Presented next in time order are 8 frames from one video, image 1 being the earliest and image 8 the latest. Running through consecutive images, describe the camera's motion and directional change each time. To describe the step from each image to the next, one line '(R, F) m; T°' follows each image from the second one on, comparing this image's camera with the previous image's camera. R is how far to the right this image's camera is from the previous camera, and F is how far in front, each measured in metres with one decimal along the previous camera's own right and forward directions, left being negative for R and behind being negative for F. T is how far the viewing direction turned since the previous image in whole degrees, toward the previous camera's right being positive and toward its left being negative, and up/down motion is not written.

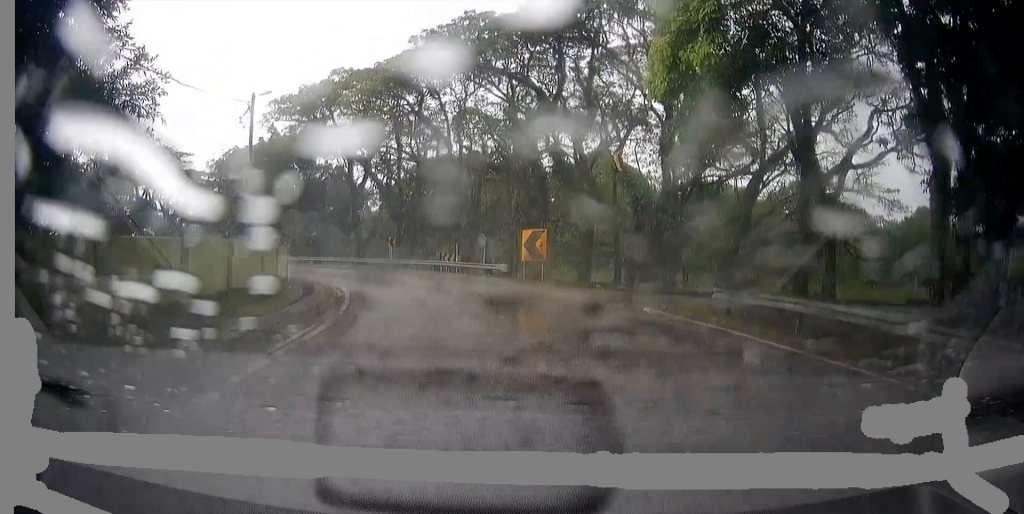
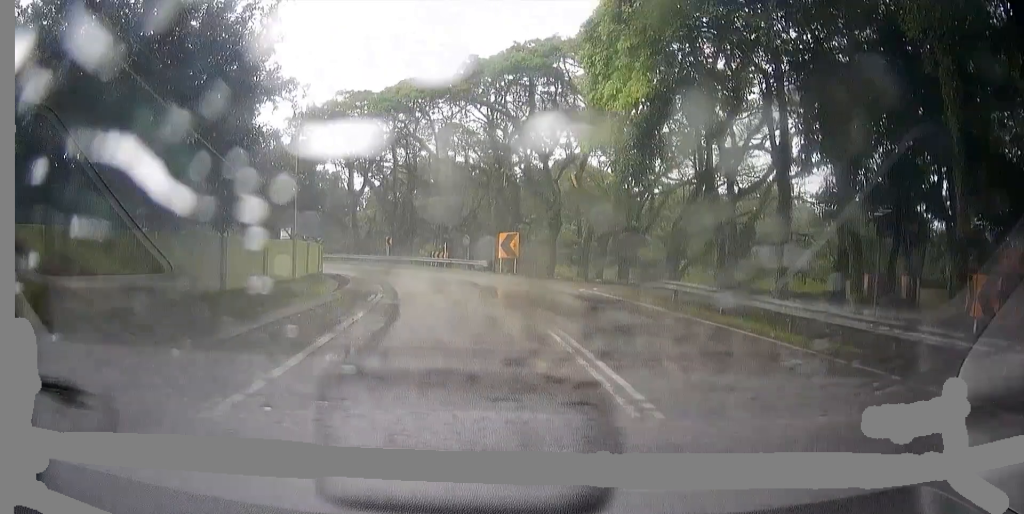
(-0.4, +6.7) m; -8°
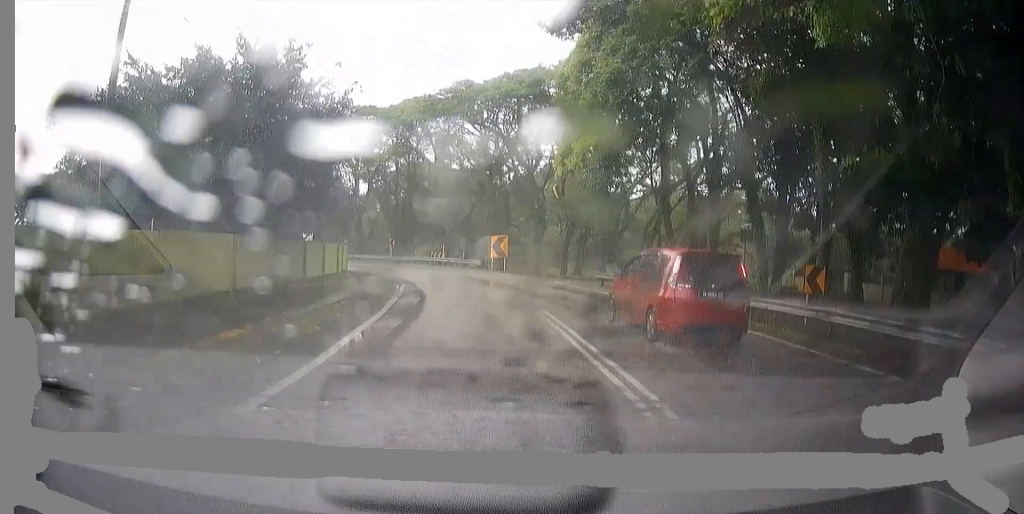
(-0.5, +6.7) m; -3°
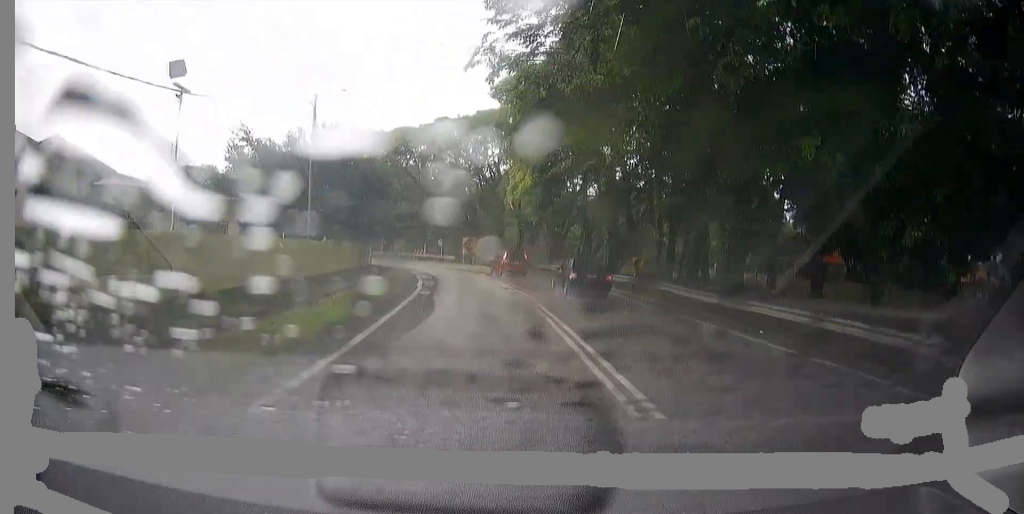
(-0.5, +14.1) m; -3°
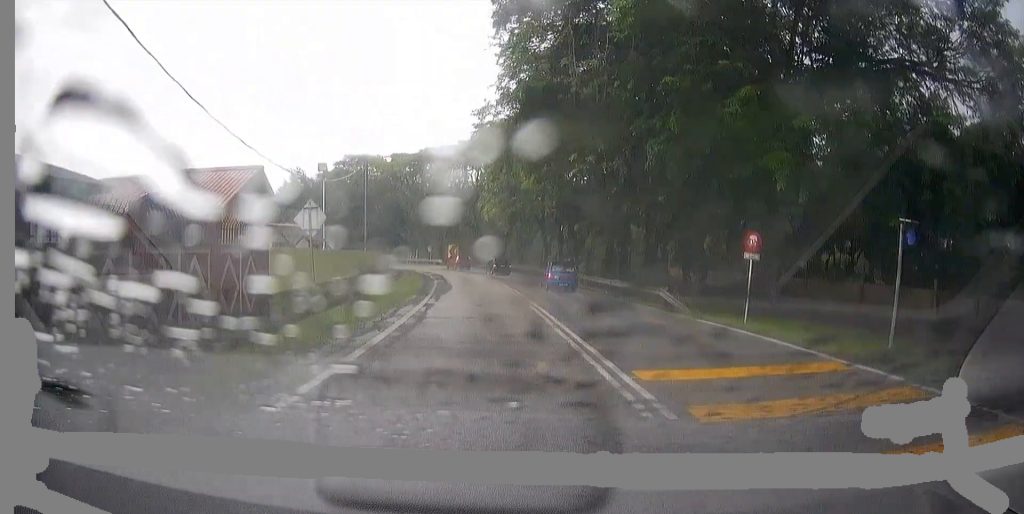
(-0.3, +14.8) m; -2°
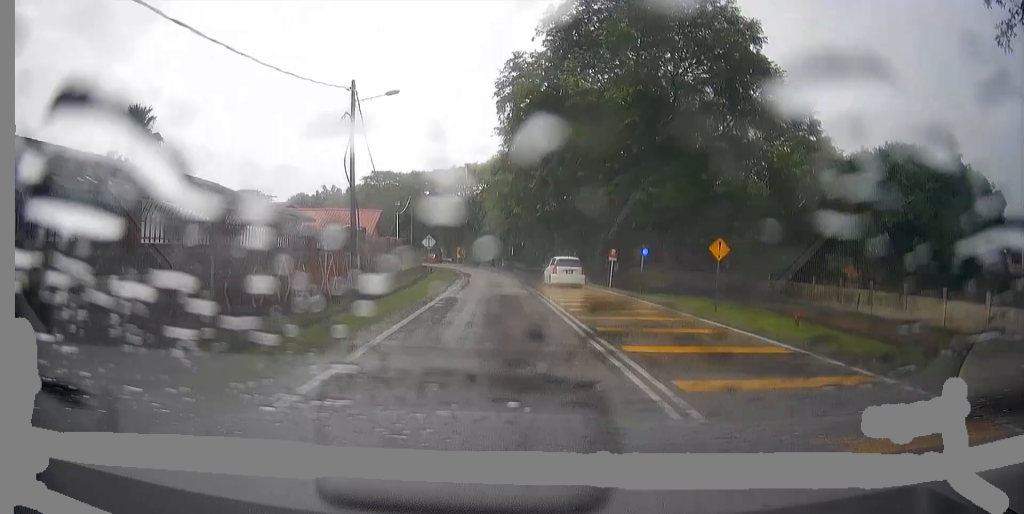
(-0.3, +22.5) m; -1°
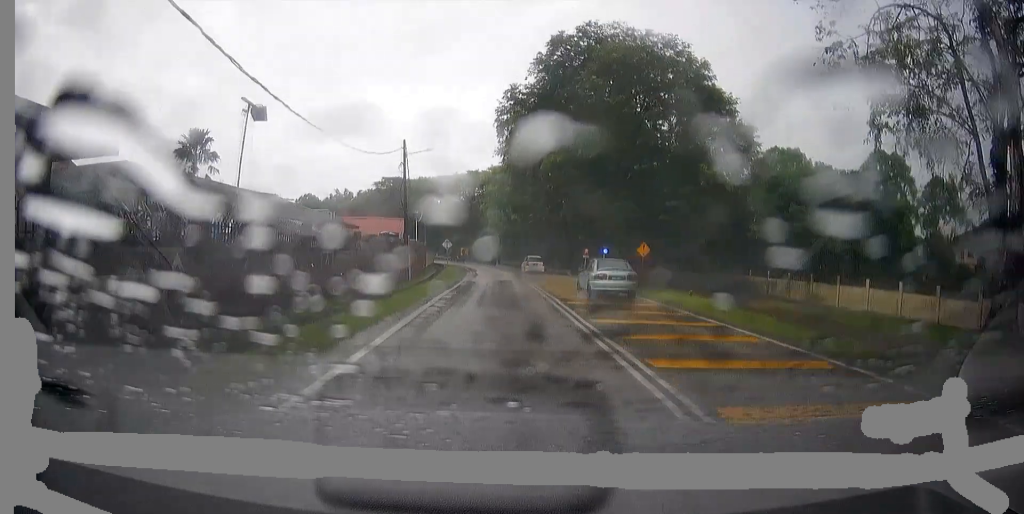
(0.0, +11.7) m; 0°
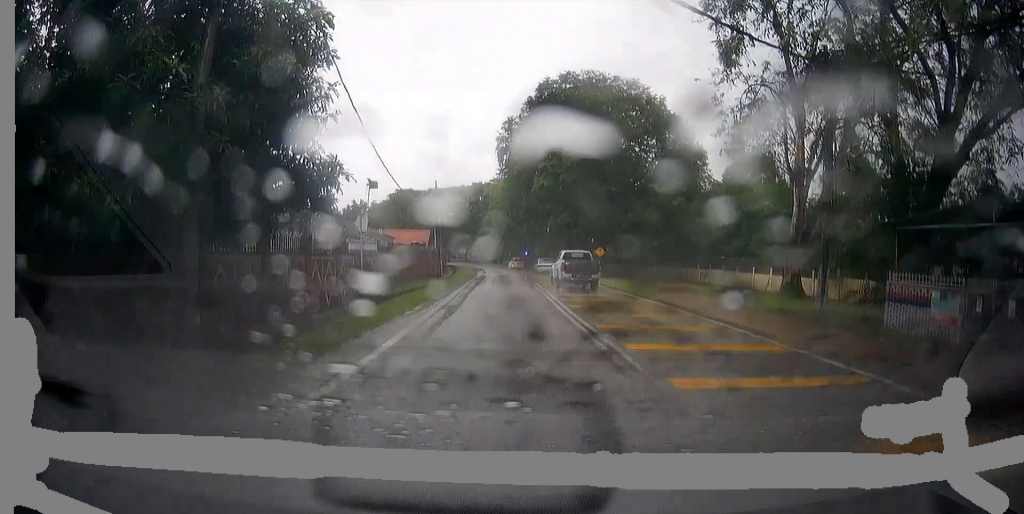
(+0.1, +15.9) m; 0°
